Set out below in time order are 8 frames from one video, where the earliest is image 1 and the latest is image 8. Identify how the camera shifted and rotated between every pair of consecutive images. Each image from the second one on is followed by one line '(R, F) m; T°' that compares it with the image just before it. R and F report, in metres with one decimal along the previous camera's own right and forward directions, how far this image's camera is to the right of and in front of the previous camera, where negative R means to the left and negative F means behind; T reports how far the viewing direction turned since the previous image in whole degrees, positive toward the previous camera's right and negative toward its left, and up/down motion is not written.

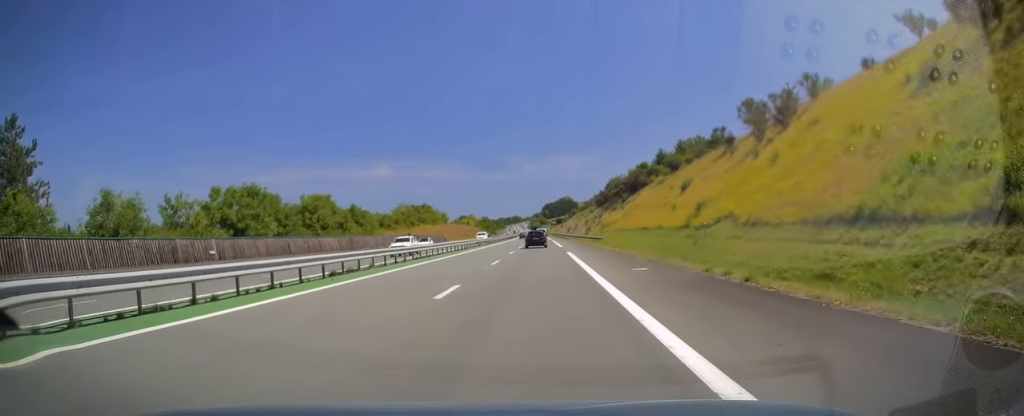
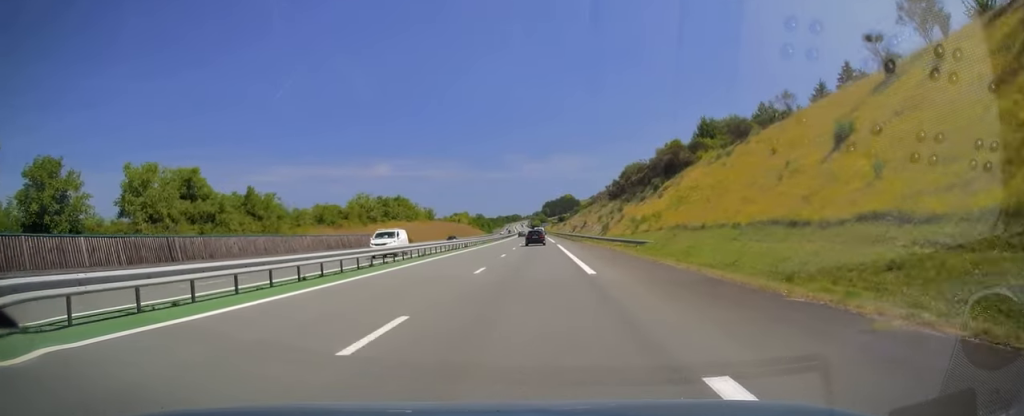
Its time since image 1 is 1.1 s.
(0.0, +32.1) m; 0°
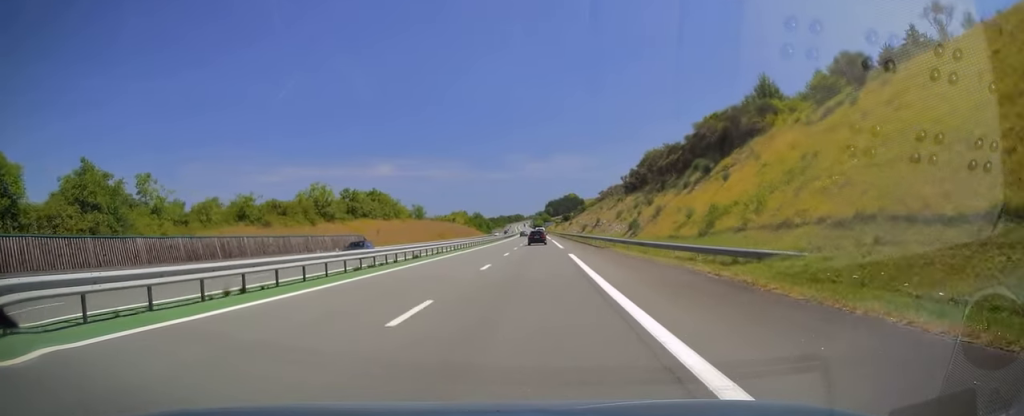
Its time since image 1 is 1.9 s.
(0.0, +23.7) m; 0°
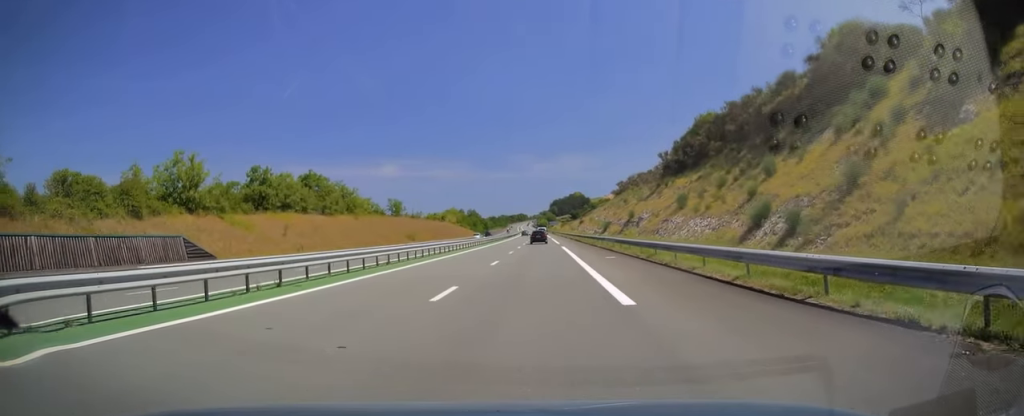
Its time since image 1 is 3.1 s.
(0.0, +35.9) m; 0°
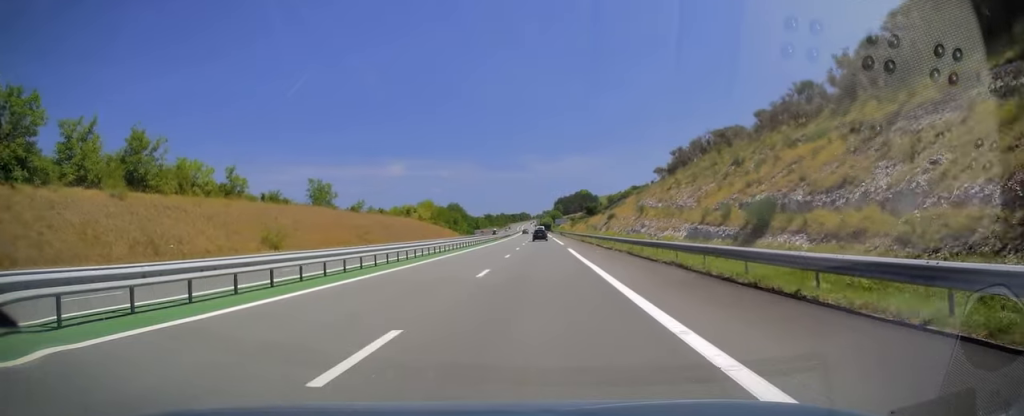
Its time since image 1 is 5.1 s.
(-0.7, +59.1) m; -1°
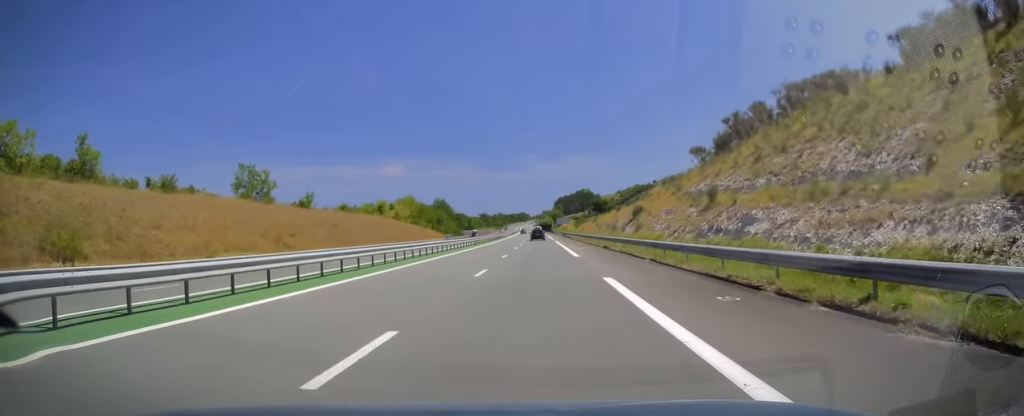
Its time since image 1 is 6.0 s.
(+0.2, +26.1) m; 0°
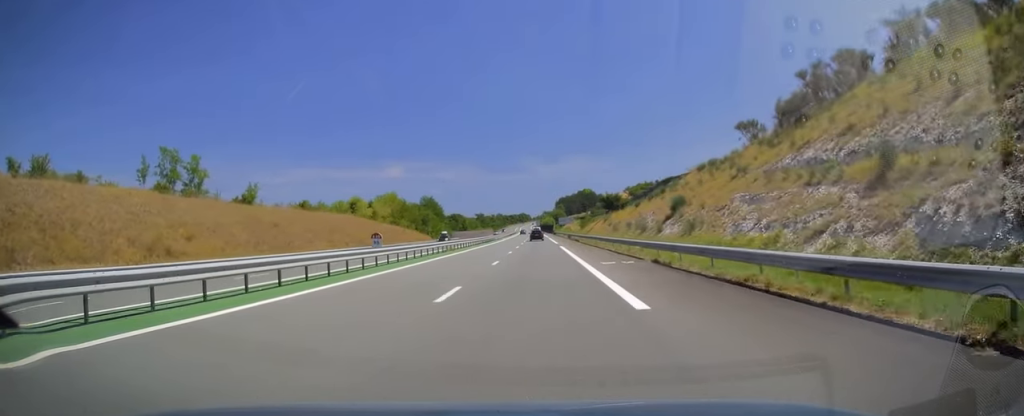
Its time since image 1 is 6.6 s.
(0.0, +19.1) m; 0°
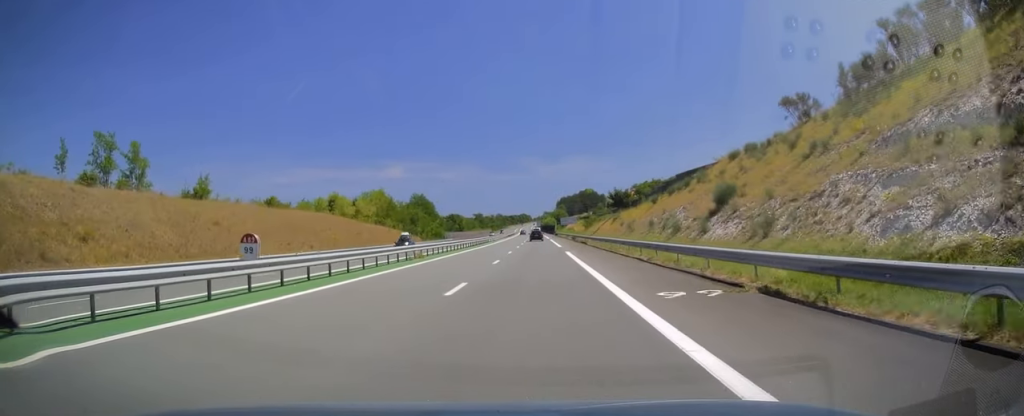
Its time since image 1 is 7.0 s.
(0.0, +11.8) m; 0°
